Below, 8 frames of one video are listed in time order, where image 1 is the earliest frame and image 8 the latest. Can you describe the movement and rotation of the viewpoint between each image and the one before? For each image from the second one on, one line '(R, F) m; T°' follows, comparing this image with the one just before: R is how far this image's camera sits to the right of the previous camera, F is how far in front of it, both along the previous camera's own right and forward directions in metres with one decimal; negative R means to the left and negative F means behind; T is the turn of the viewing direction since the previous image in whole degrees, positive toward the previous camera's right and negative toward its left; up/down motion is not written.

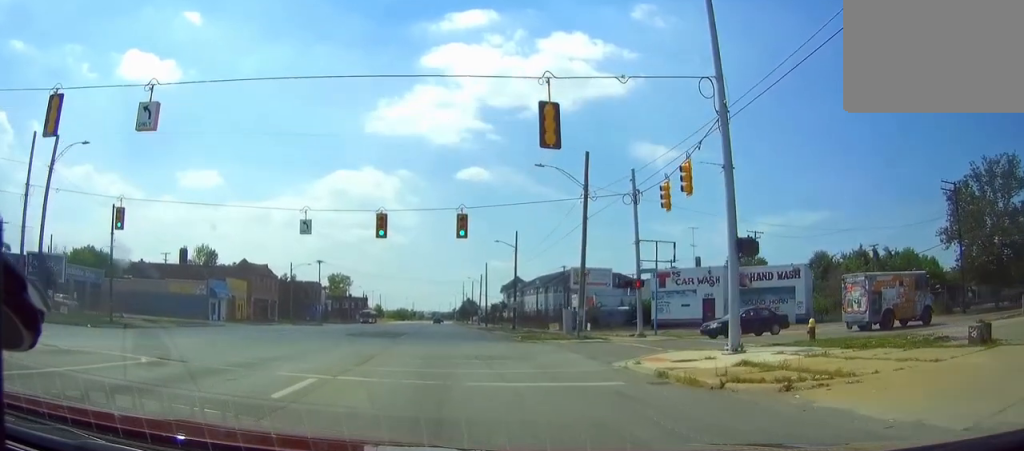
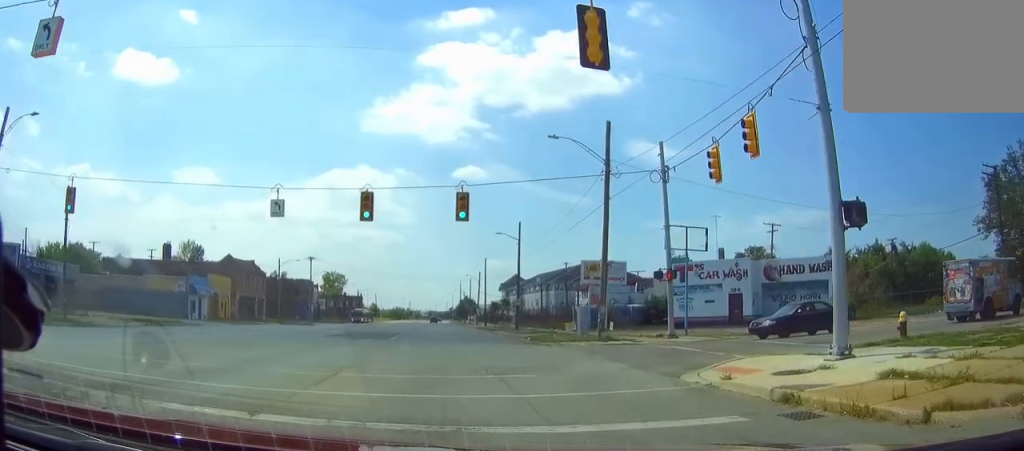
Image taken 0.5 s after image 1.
(0.0, +5.8) m; 0°
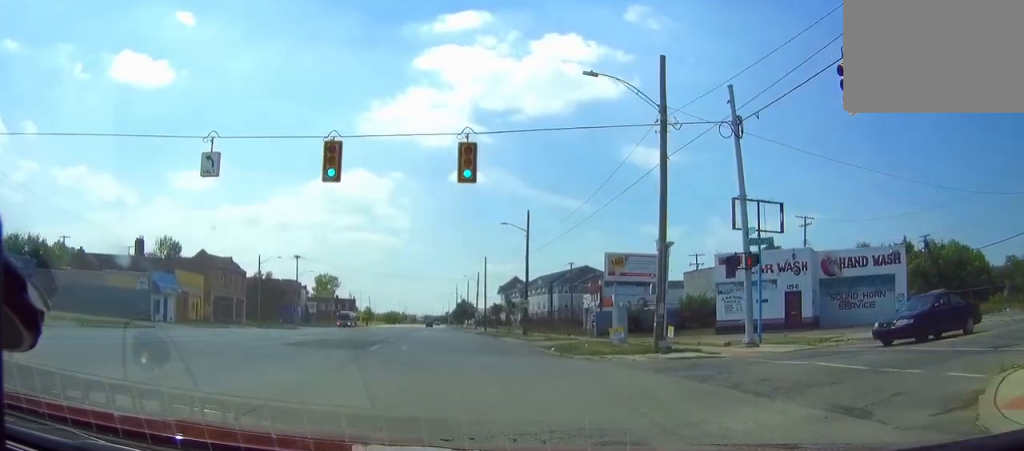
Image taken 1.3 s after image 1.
(-0.1, +9.1) m; +1°
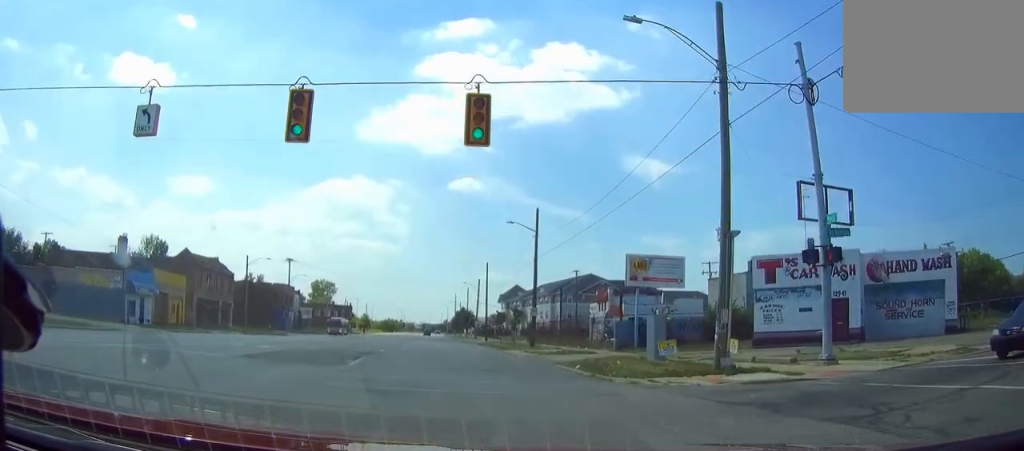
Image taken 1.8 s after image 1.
(+0.1, +5.7) m; 0°
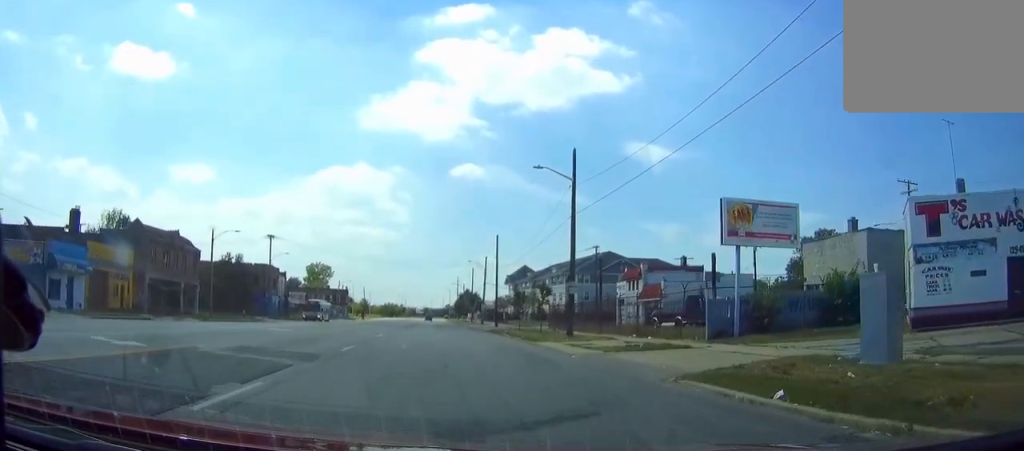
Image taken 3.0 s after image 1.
(+0.1, +14.1) m; 0°
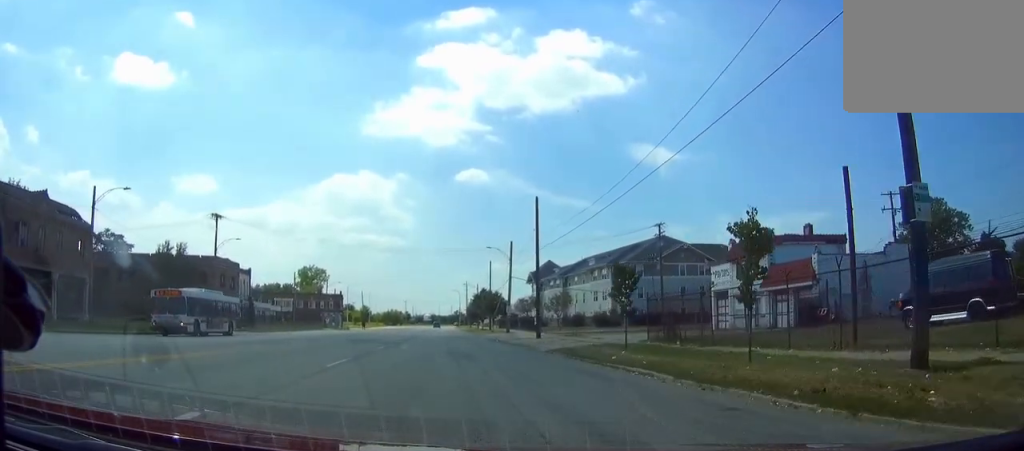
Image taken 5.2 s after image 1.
(-0.3, +28.5) m; -1°
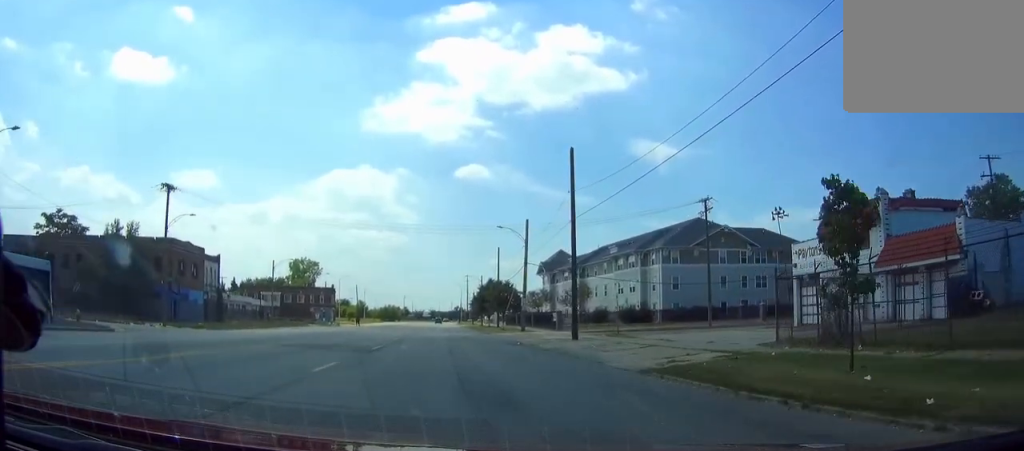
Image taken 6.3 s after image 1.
(0.0, +14.1) m; 0°
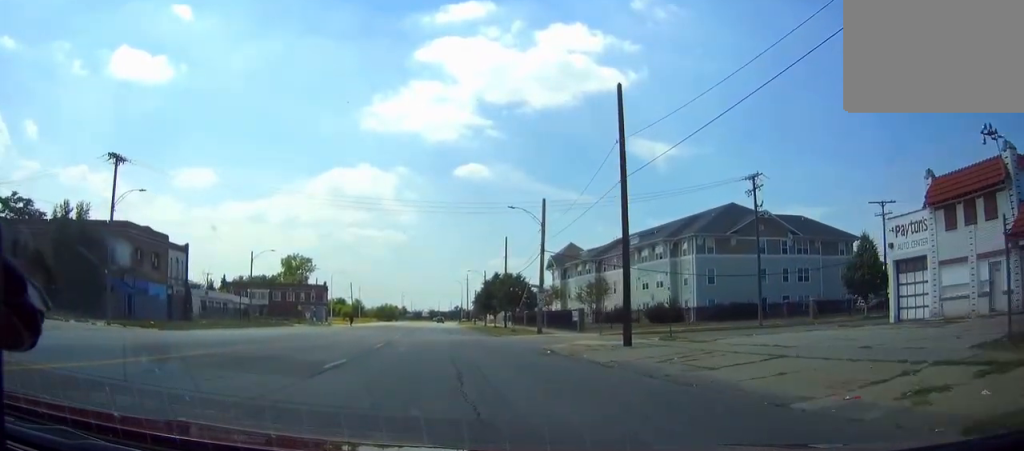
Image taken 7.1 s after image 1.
(0.0, +11.1) m; 0°
